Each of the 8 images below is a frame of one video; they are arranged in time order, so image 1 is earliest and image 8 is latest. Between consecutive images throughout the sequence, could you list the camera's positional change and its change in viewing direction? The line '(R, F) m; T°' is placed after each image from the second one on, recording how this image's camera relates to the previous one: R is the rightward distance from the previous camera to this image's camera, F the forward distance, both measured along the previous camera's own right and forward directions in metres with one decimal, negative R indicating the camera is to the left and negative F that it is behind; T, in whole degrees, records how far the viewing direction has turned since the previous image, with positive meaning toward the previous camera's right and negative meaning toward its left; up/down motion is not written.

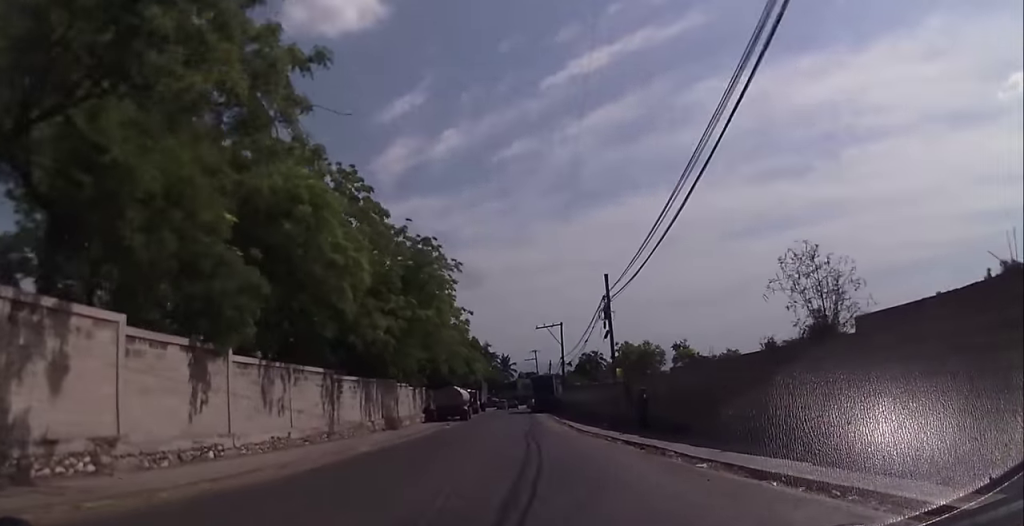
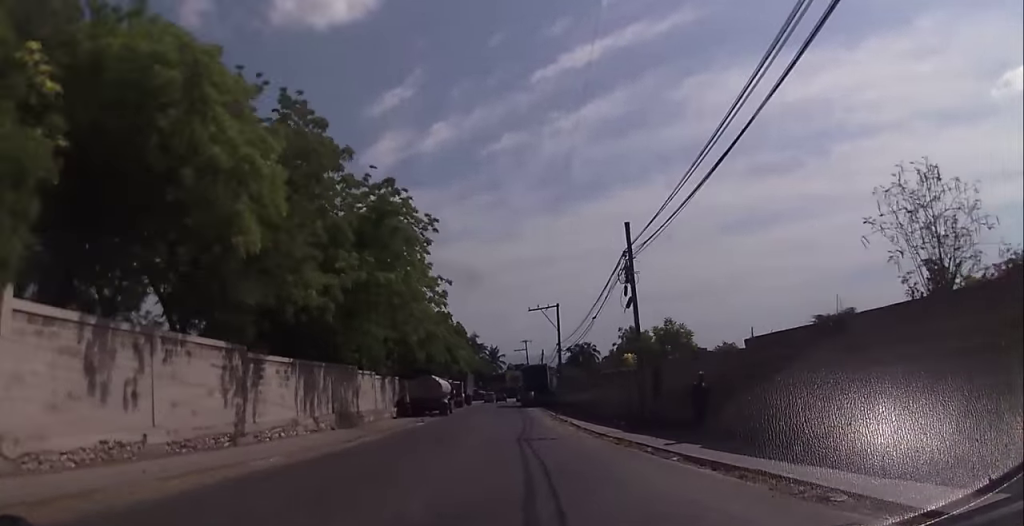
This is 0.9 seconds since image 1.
(0.0, +7.6) m; 0°
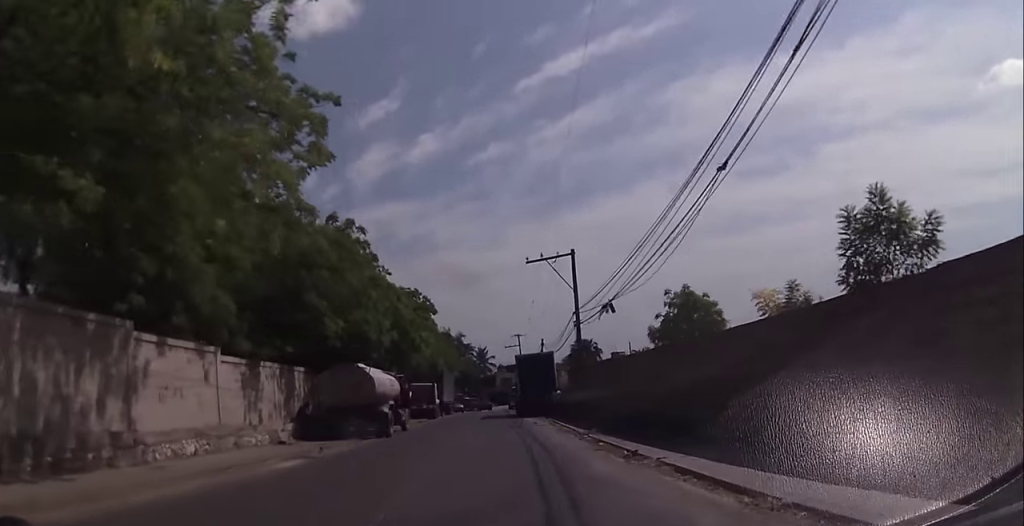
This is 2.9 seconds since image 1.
(-0.2, +19.2) m; 0°
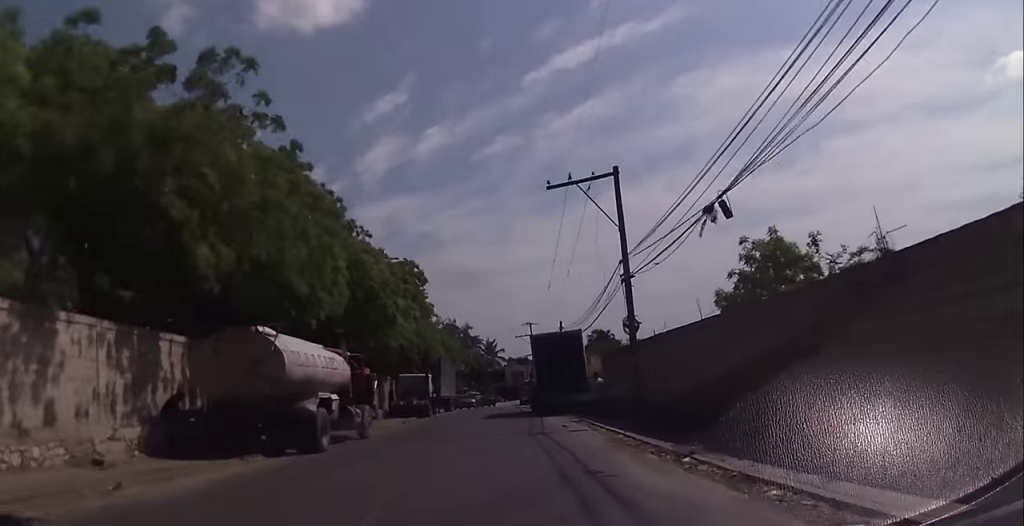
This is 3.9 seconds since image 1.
(+0.1, +10.8) m; +2°
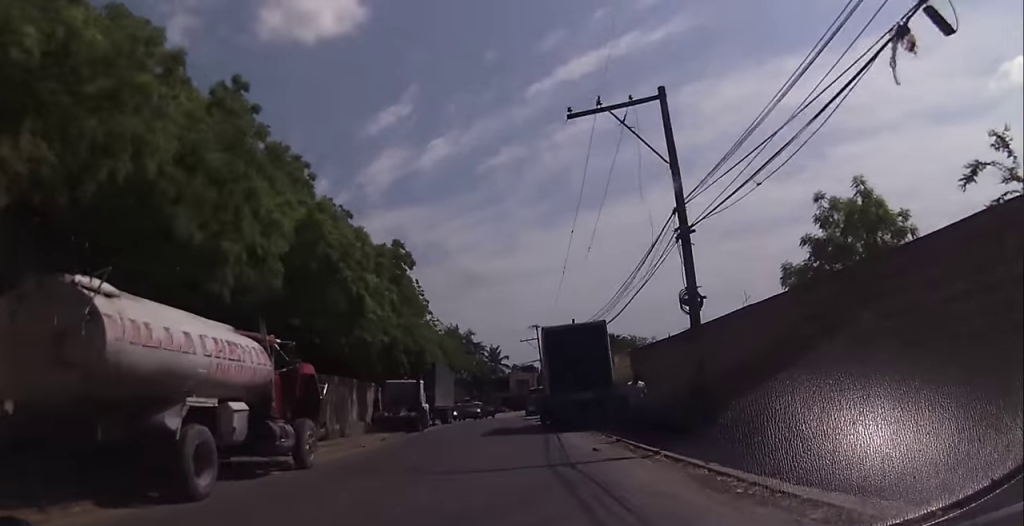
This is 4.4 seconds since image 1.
(+0.4, +6.7) m; 0°
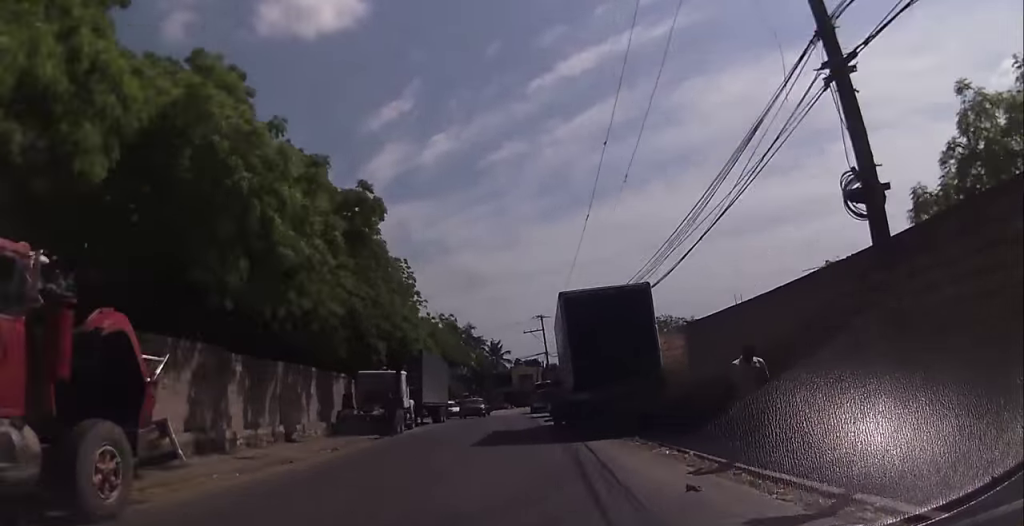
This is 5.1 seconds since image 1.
(-0.2, +7.4) m; -2°
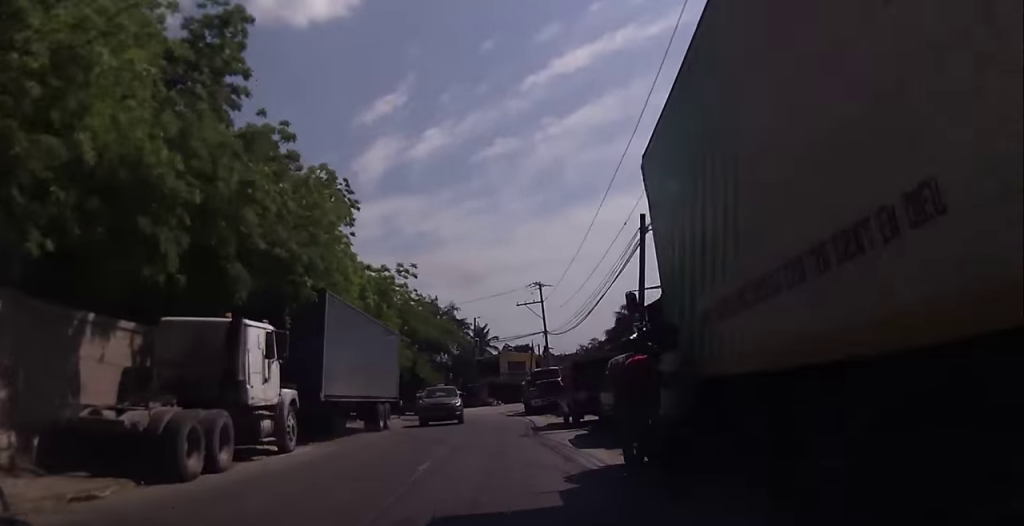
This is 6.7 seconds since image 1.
(-0.6, +18.1) m; -2°
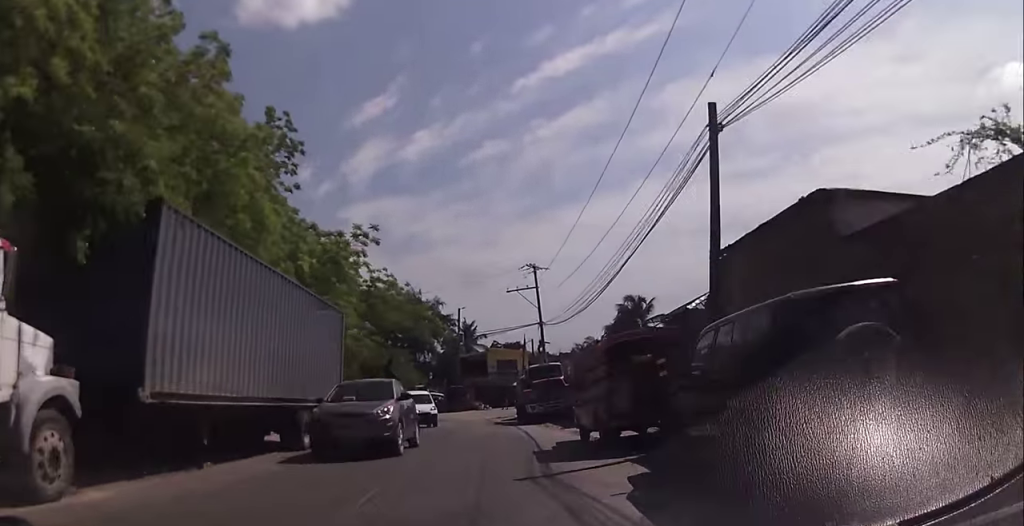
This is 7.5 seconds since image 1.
(0.0, +8.8) m; +2°
